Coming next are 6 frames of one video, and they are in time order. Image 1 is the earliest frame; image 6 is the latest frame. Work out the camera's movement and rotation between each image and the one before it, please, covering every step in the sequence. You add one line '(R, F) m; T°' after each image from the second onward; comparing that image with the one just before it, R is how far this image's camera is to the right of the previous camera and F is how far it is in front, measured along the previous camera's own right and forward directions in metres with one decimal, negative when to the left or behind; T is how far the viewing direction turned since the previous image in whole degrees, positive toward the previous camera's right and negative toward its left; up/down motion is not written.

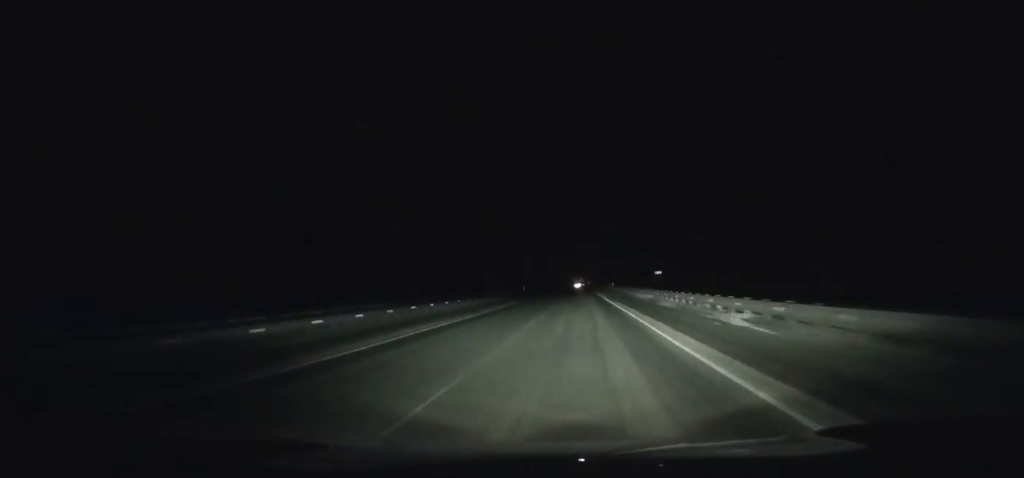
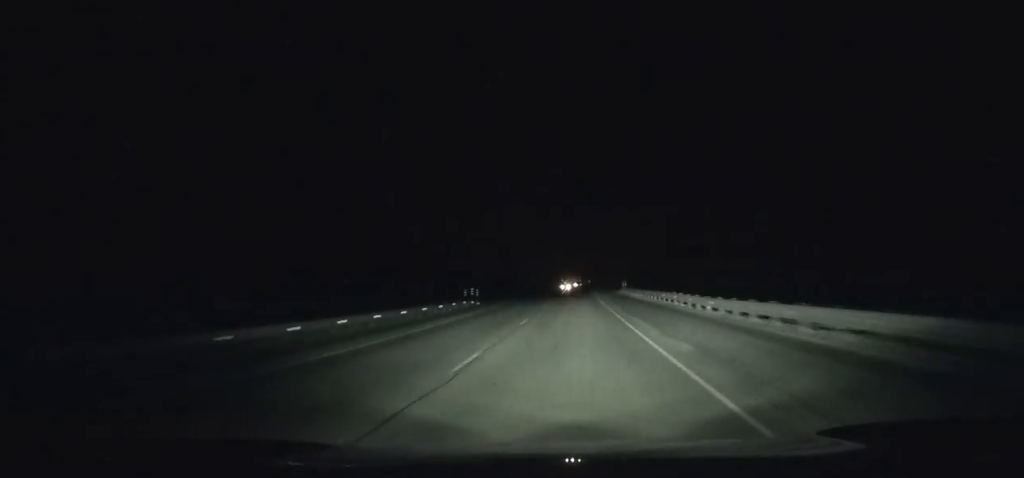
(-0.5, +173.6) m; 0°
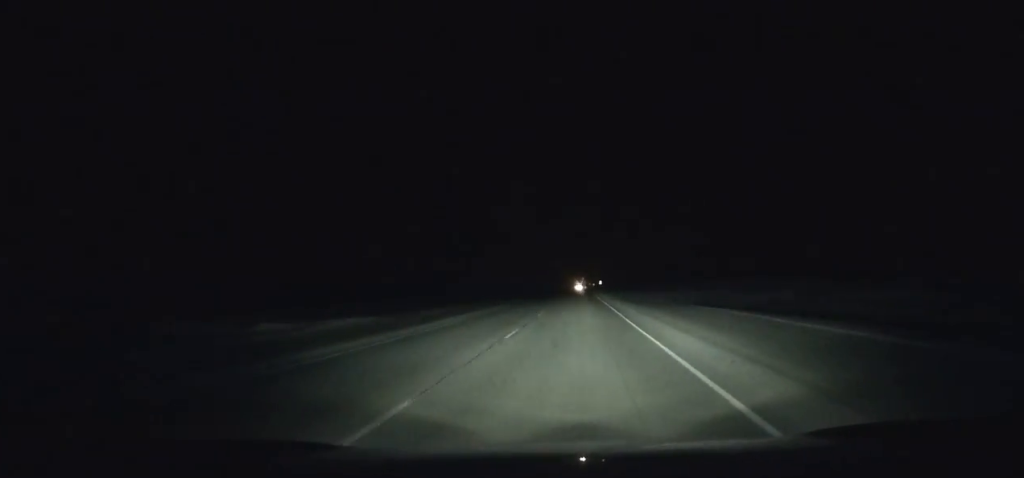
(+0.6, +137.3) m; 0°
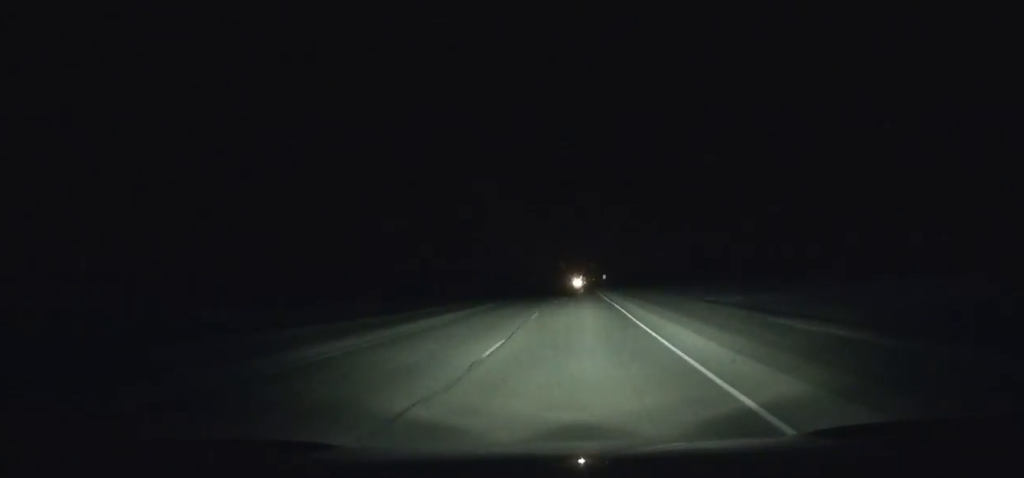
(-0.1, +40.9) m; 0°
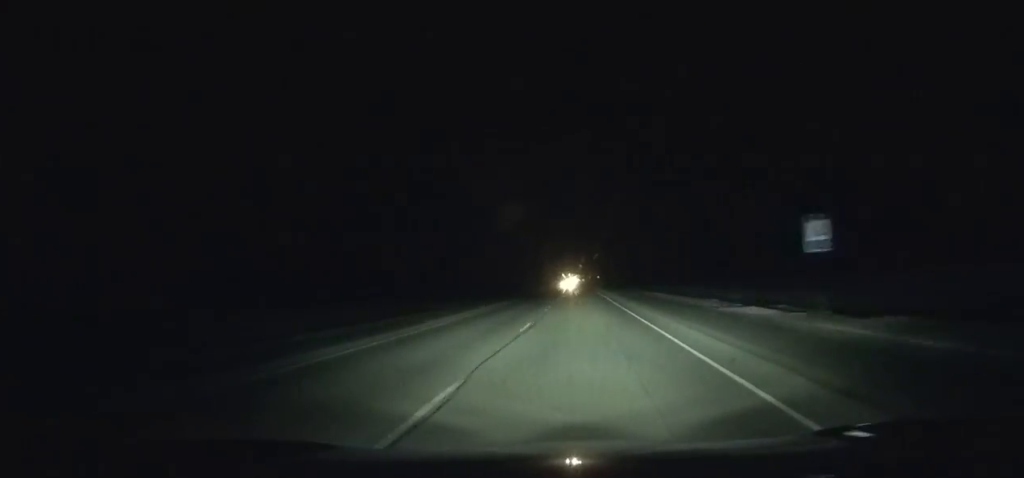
(0.0, +150.5) m; +1°
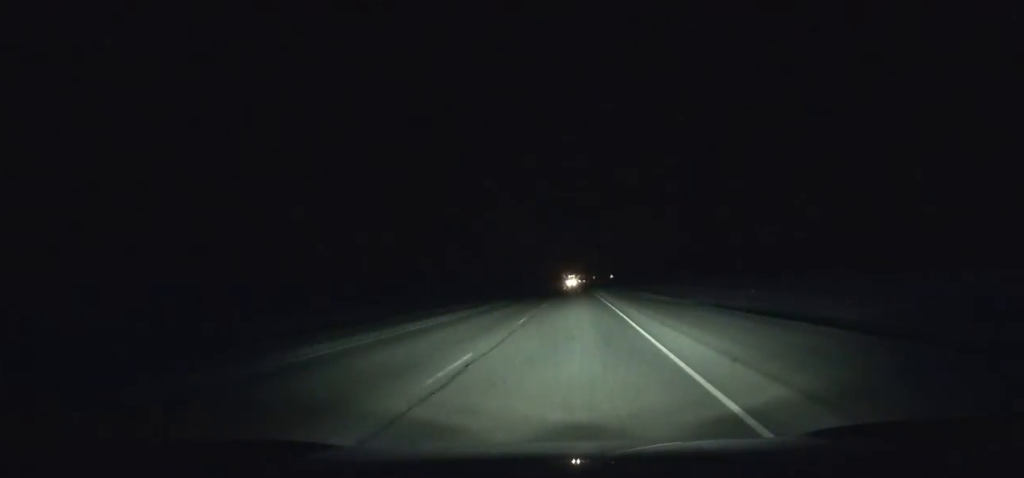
(+1.3, +118.5) m; +1°
